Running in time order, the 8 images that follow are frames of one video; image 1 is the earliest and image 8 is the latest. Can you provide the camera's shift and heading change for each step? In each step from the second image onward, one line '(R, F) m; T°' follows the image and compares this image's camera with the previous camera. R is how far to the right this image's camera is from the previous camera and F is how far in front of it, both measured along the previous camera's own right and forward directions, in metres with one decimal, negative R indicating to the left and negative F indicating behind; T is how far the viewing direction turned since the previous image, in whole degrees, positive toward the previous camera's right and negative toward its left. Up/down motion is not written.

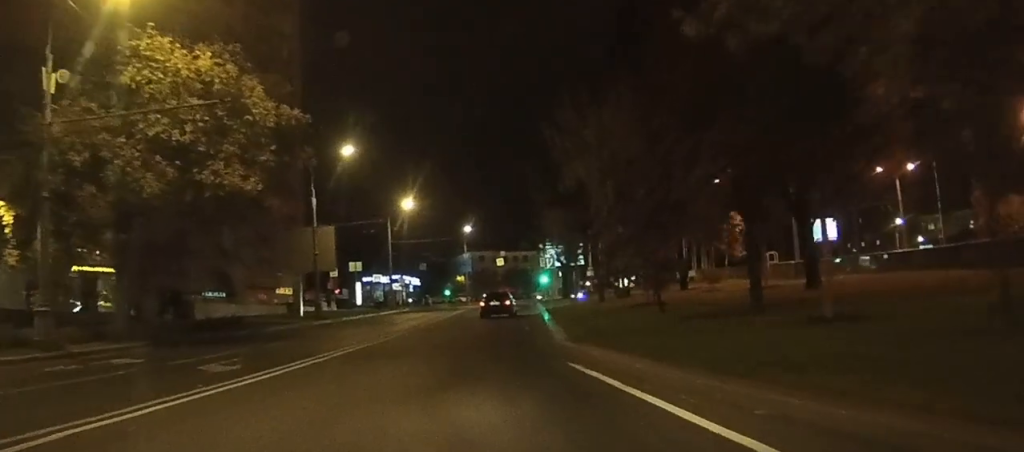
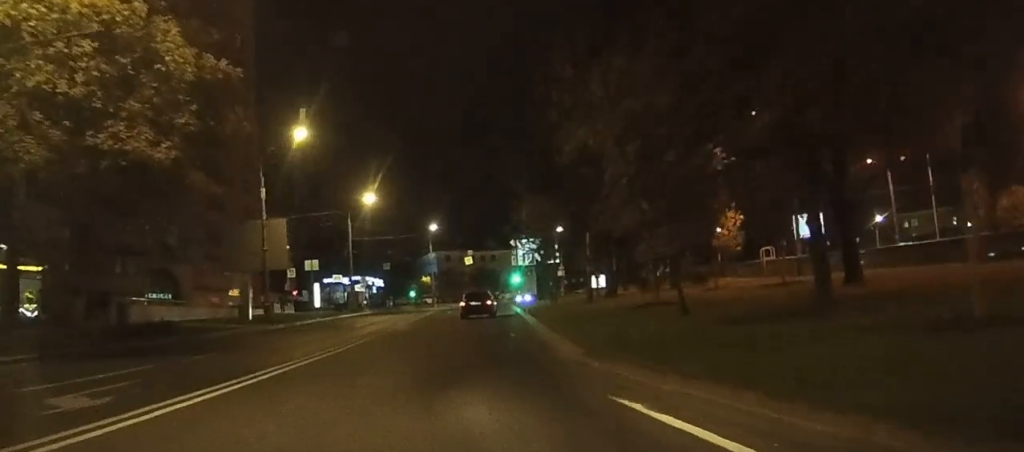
(+0.2, +5.9) m; +2°
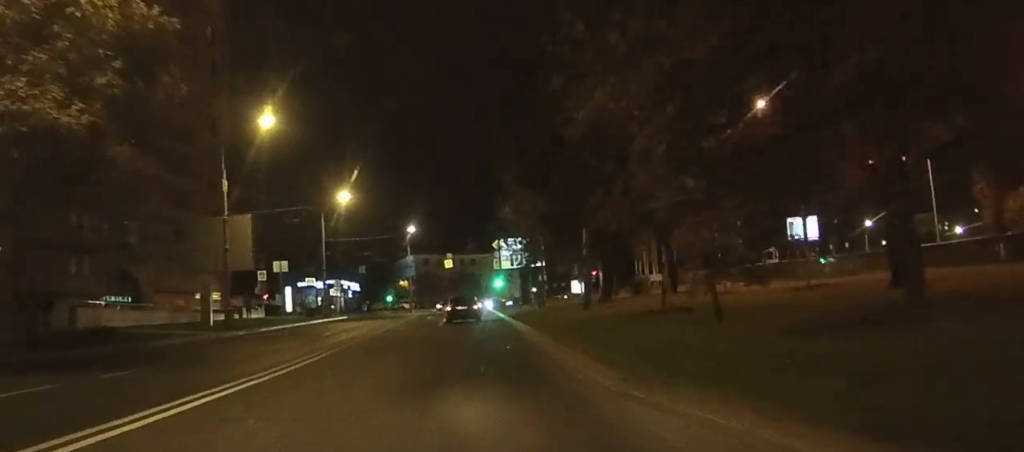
(+0.1, +4.3) m; +1°
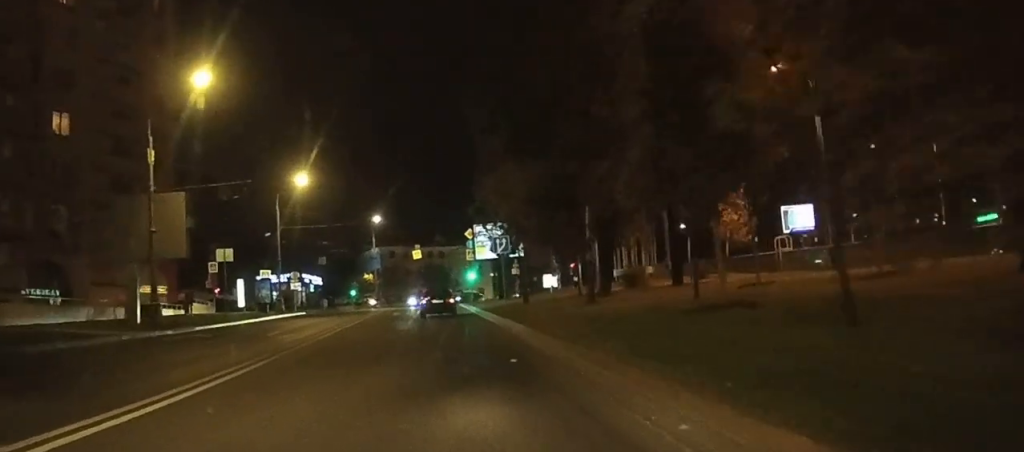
(+0.1, +7.3) m; +2°
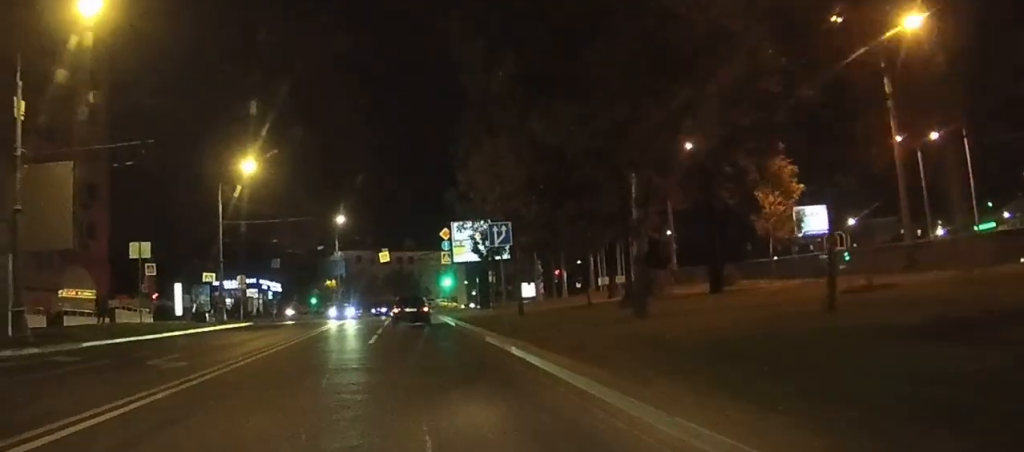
(+0.1, +10.5) m; +2°
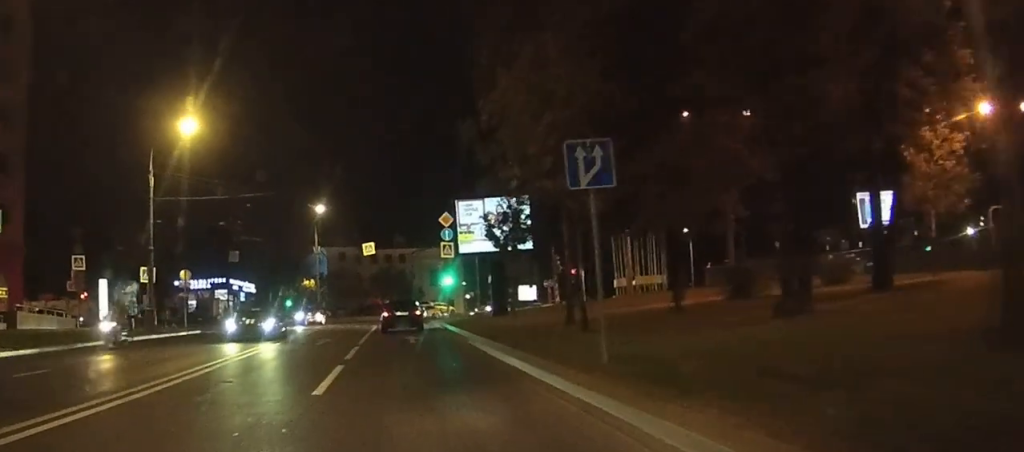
(+0.3, +14.5) m; 0°
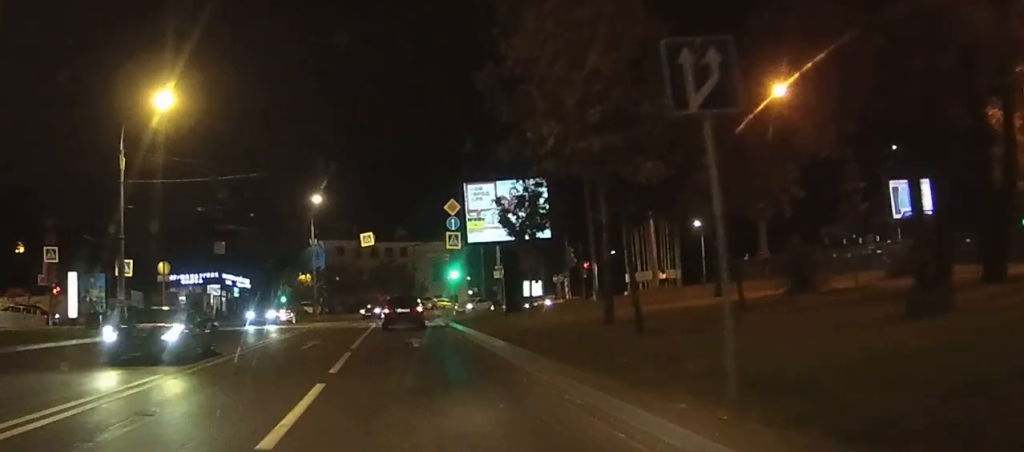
(0.0, +5.3) m; -1°
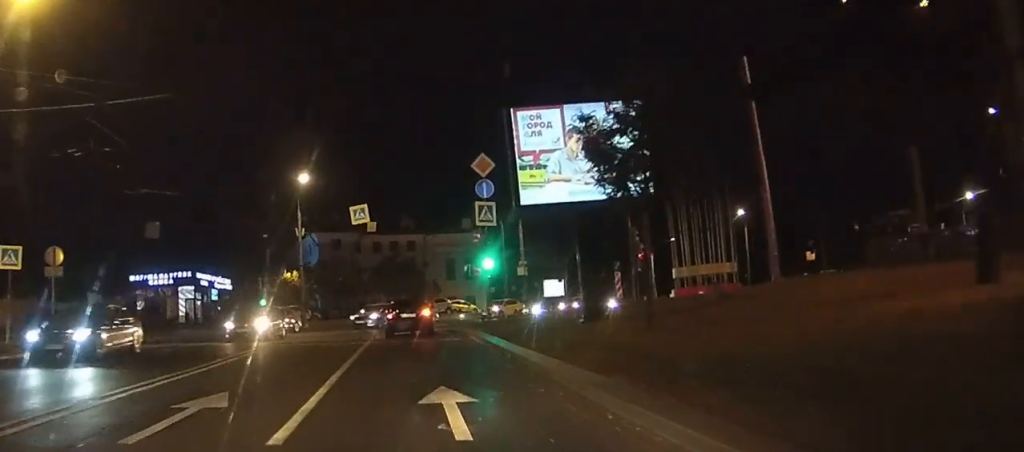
(-0.5, +17.1) m; -1°
